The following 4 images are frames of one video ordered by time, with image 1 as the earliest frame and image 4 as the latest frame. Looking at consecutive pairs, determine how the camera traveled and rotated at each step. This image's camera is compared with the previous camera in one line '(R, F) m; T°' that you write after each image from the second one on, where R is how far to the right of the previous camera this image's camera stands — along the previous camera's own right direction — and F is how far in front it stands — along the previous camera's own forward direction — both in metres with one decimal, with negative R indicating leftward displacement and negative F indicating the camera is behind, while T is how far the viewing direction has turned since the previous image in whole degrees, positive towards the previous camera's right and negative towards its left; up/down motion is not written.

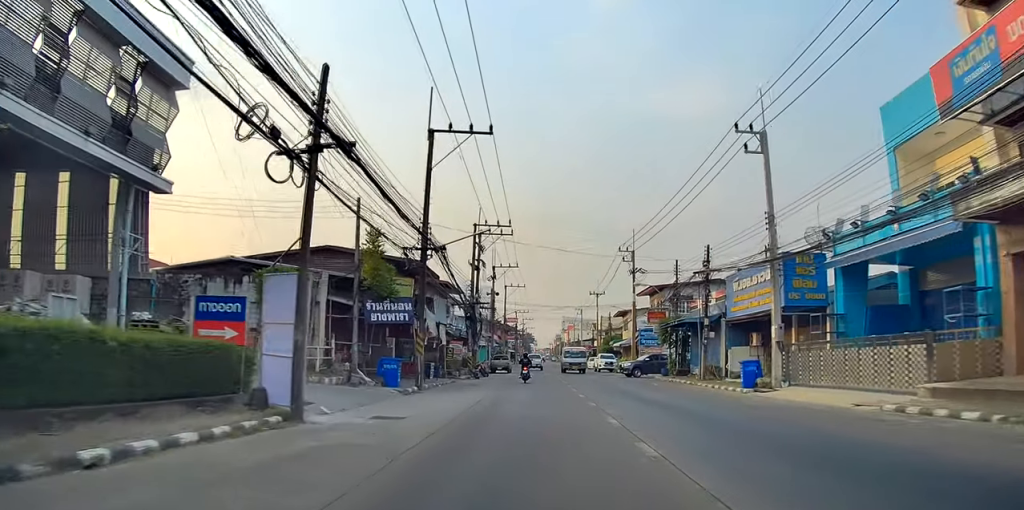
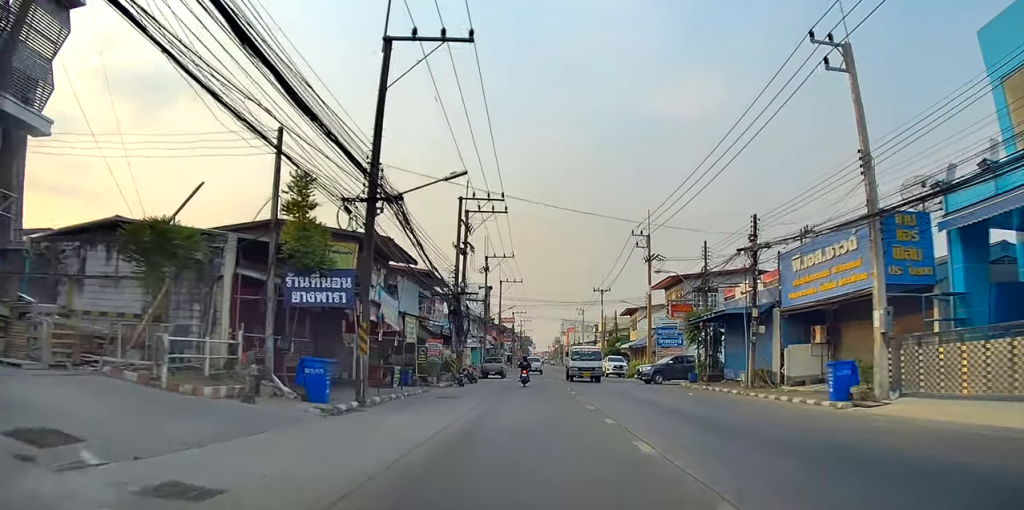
(+0.6, +7.7) m; 0°
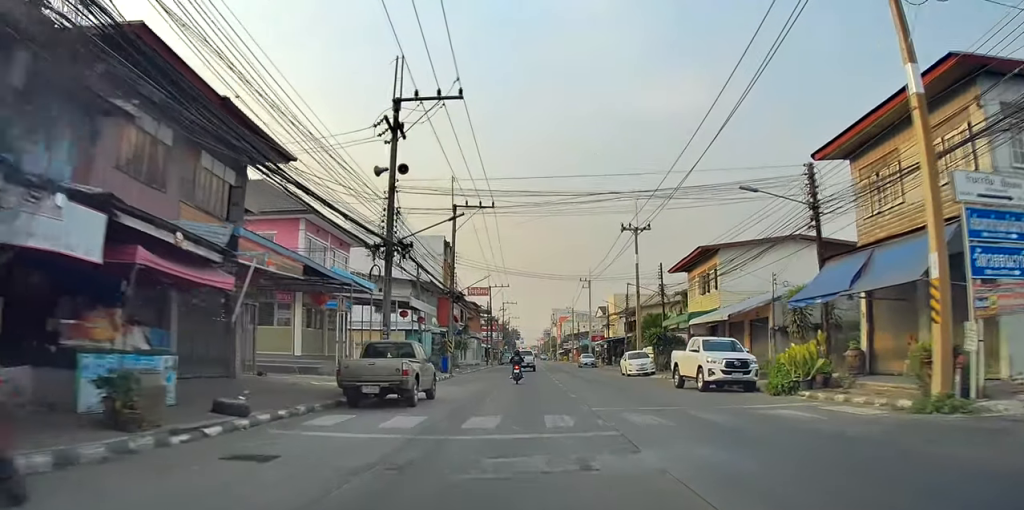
(-2.2, +33.8) m; 0°
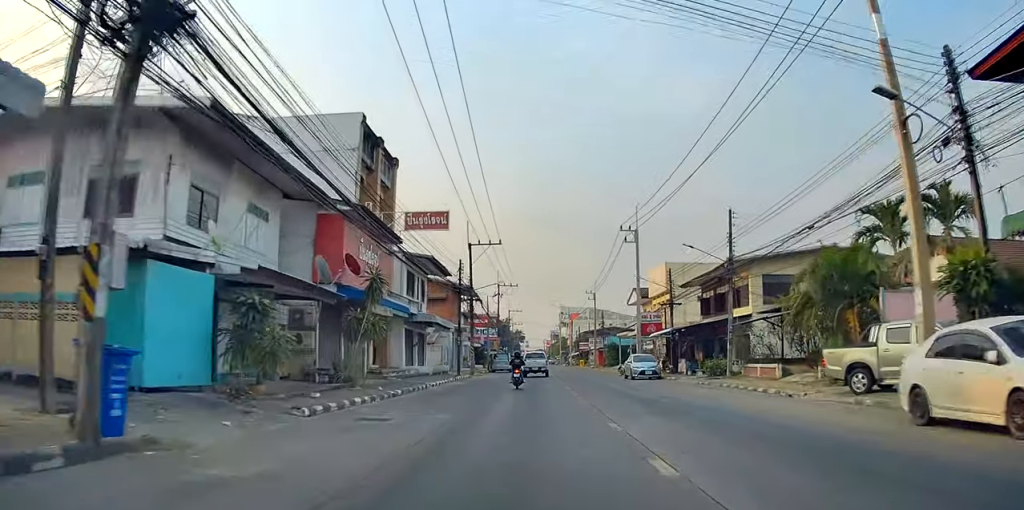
(-0.5, +33.9) m; -3°
